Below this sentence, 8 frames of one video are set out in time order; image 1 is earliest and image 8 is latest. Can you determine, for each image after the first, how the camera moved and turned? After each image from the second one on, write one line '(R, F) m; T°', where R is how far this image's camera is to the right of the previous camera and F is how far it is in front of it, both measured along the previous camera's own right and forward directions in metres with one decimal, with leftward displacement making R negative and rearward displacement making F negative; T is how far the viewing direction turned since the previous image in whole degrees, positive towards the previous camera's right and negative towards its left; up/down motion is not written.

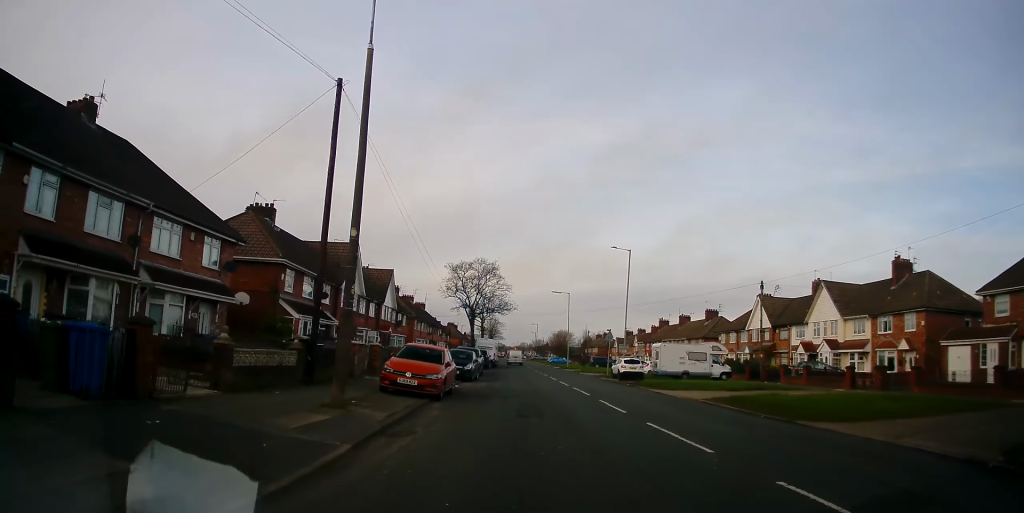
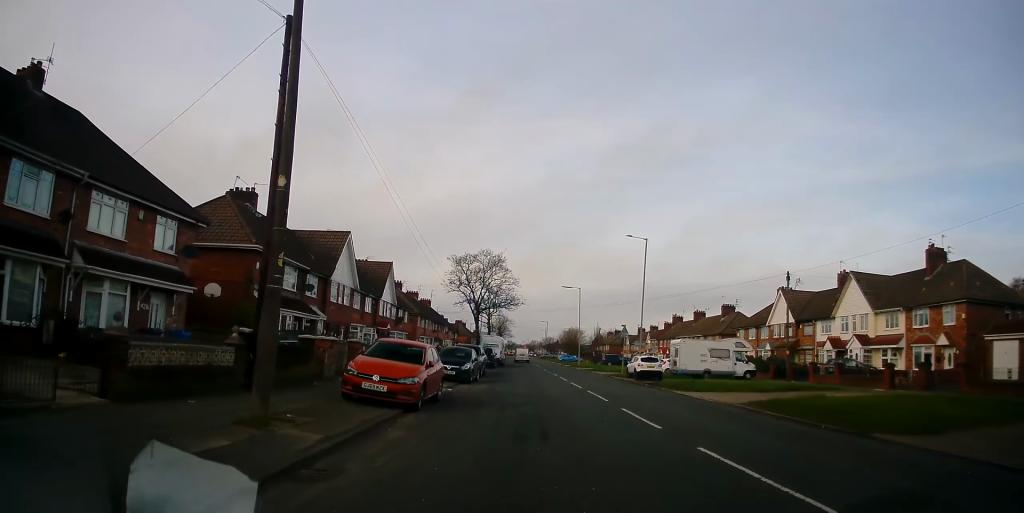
(0.0, +3.2) m; -2°
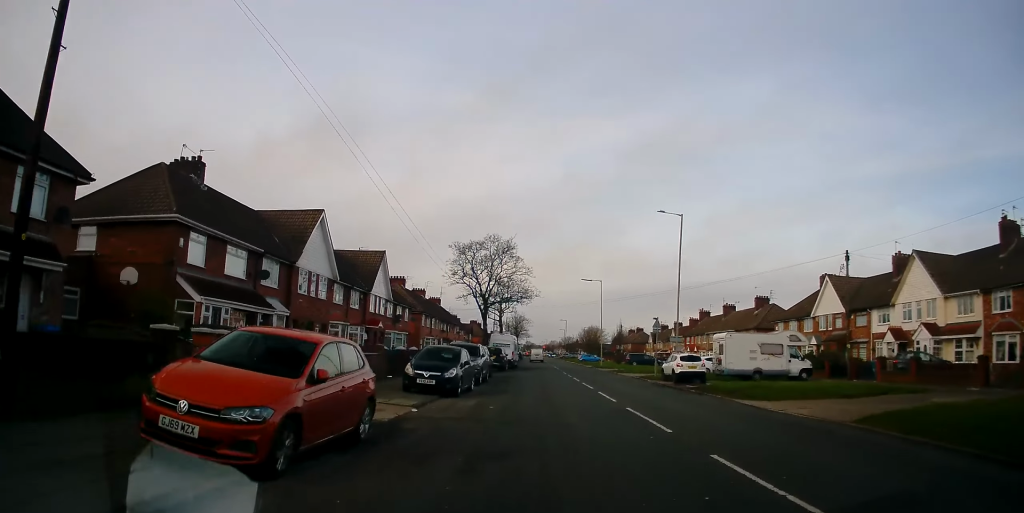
(-0.3, +6.6) m; -1°
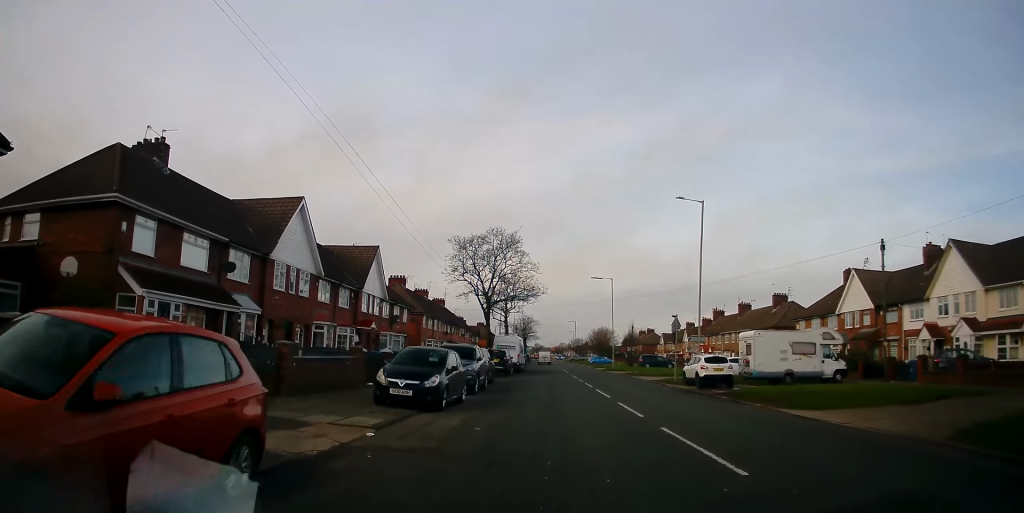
(+0.1, +3.5) m; 0°
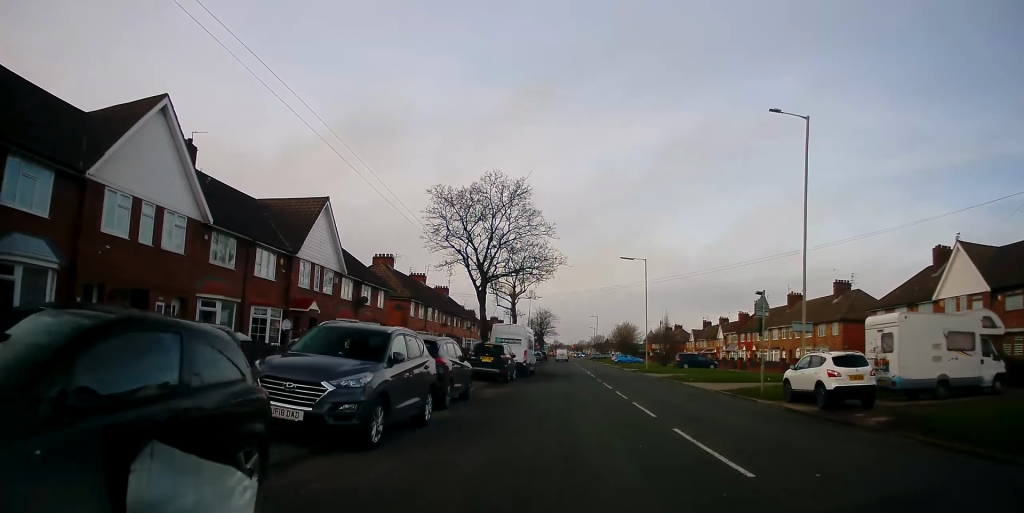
(-0.2, +11.9) m; -2°
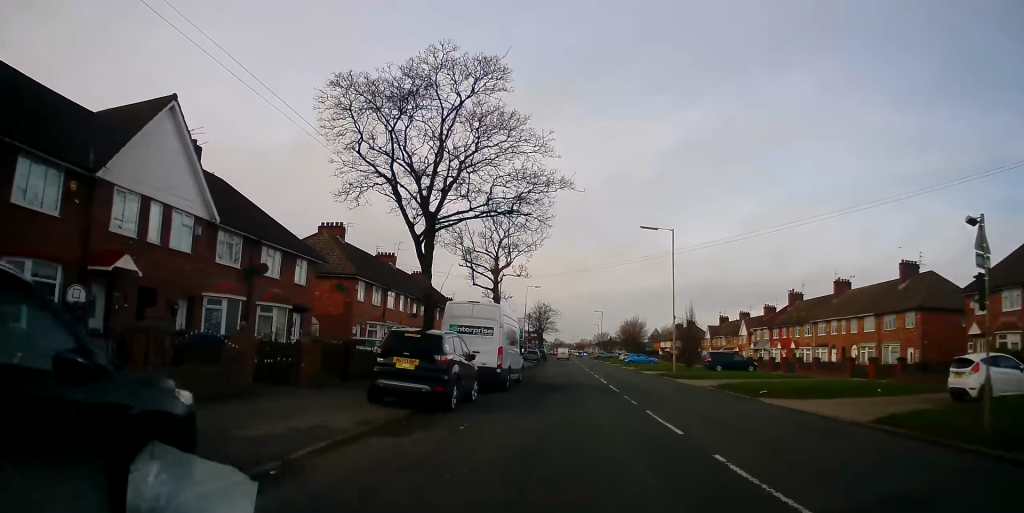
(+0.1, +12.9) m; +1°
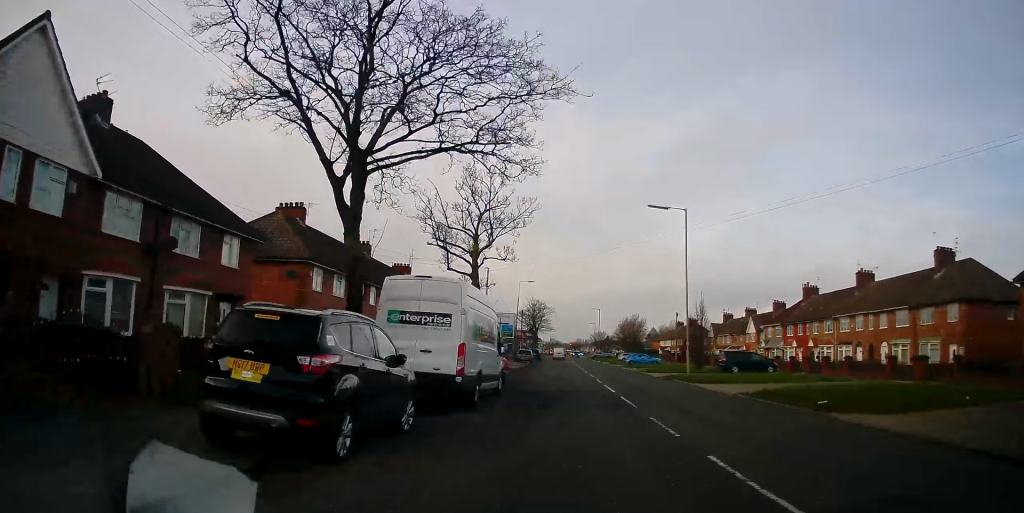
(+0.1, +6.1) m; 0°
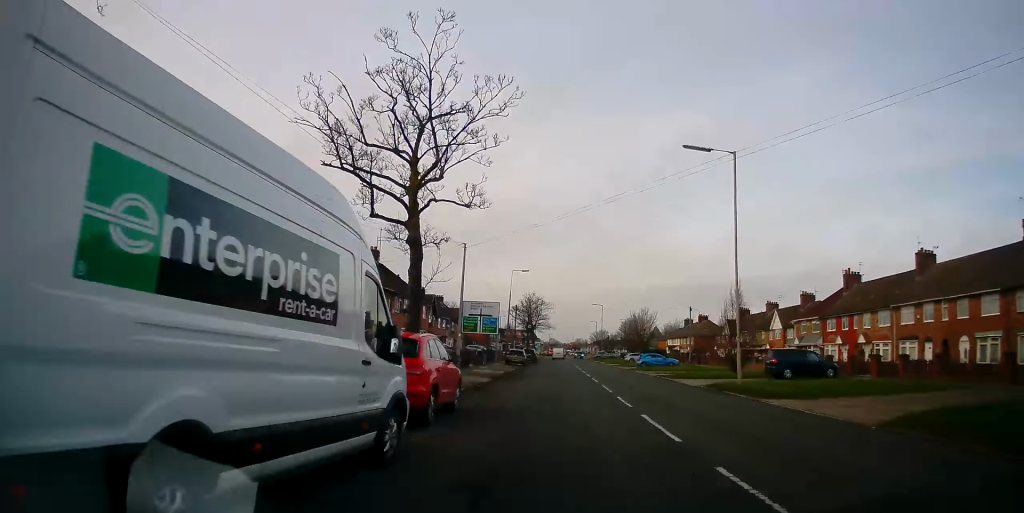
(-0.3, +10.7) m; -1°
